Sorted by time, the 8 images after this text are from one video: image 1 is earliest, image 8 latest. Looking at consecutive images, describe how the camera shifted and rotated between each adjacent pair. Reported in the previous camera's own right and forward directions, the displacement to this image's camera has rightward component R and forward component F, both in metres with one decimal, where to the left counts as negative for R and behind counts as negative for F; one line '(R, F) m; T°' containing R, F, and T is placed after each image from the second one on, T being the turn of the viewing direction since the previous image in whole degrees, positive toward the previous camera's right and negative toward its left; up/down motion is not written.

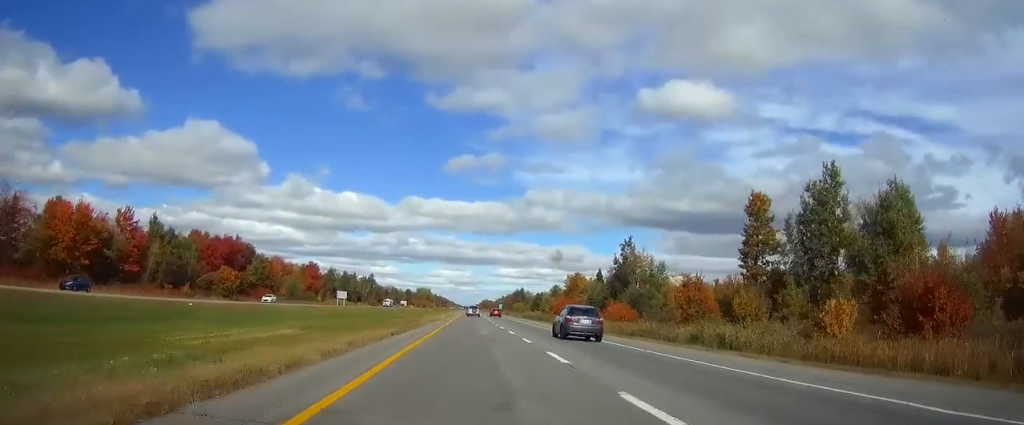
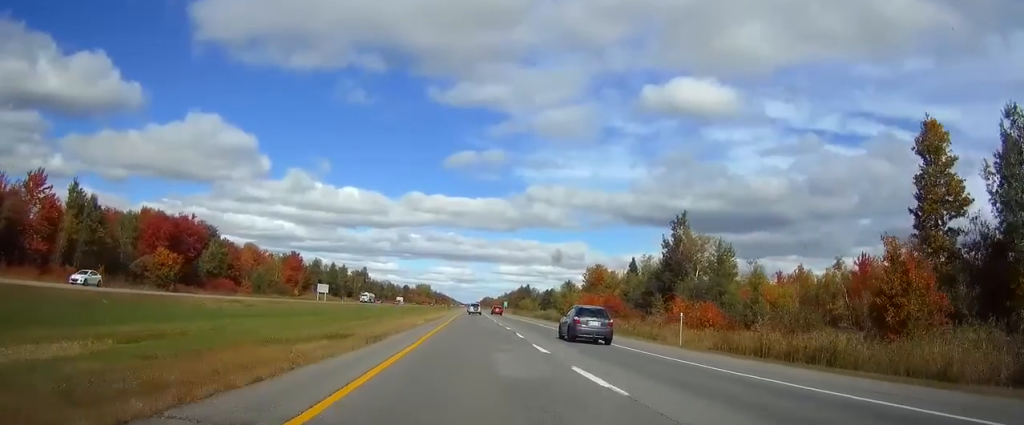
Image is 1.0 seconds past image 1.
(0.0, +32.9) m; 0°
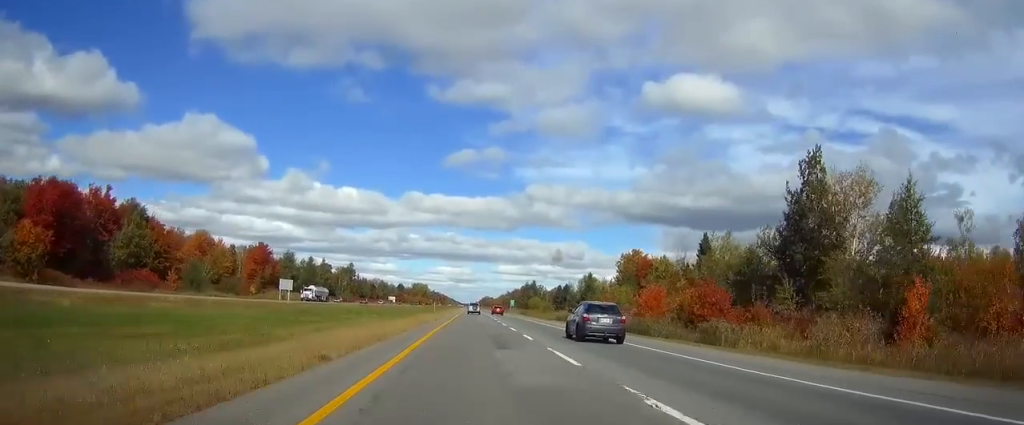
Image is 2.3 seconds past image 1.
(-0.1, +41.6) m; 0°
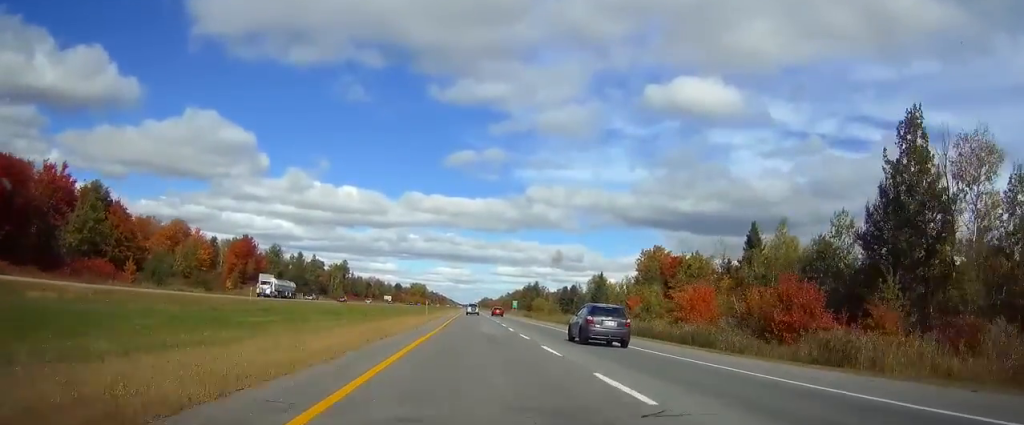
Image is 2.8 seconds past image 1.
(-0.1, +16.4) m; 0°
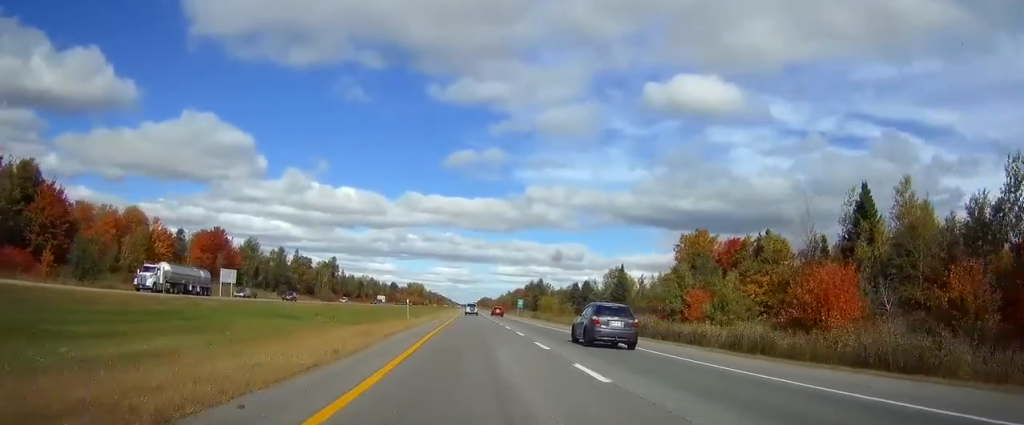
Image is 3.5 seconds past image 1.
(+0.1, +24.0) m; 0°
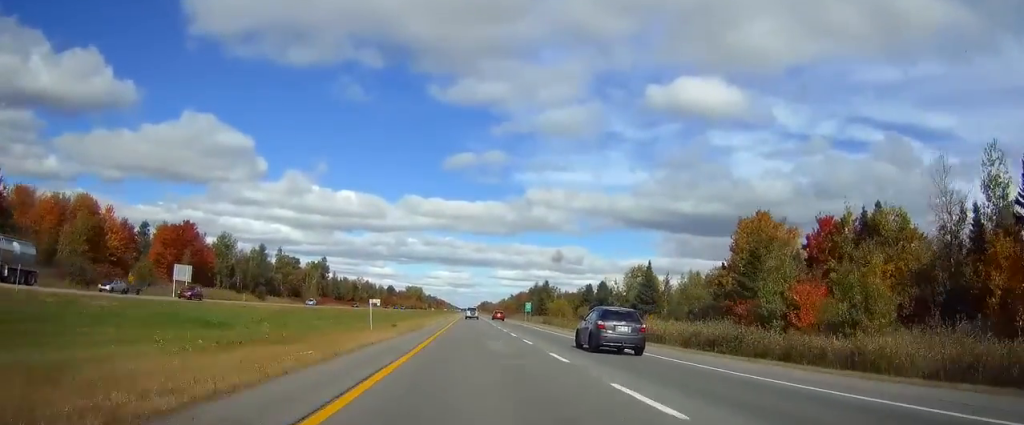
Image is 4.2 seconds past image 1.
(0.0, +21.8) m; 0°
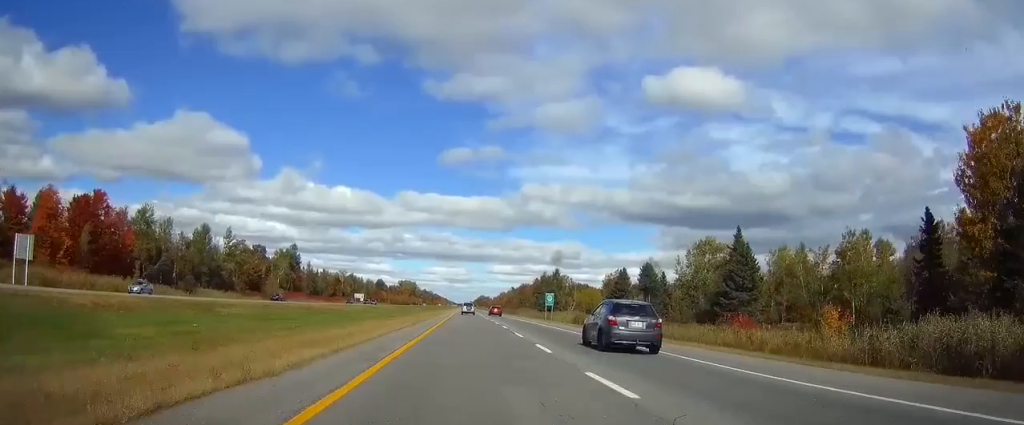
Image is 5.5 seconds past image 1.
(+0.1, +43.5) m; 0°
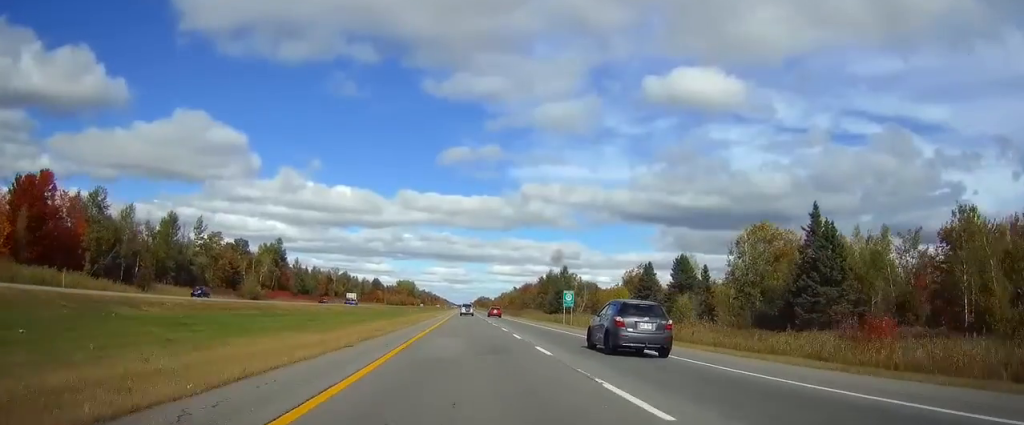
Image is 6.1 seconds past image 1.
(0.0, +19.6) m; 0°
